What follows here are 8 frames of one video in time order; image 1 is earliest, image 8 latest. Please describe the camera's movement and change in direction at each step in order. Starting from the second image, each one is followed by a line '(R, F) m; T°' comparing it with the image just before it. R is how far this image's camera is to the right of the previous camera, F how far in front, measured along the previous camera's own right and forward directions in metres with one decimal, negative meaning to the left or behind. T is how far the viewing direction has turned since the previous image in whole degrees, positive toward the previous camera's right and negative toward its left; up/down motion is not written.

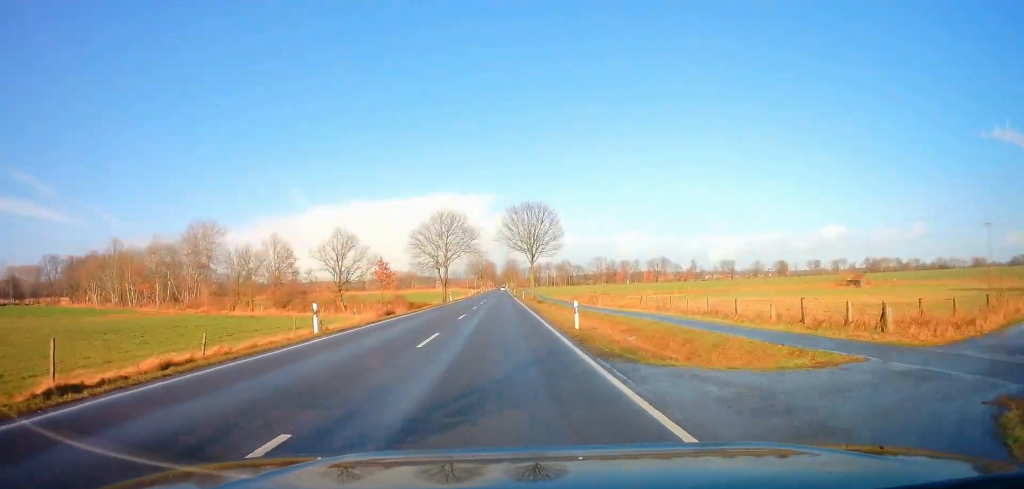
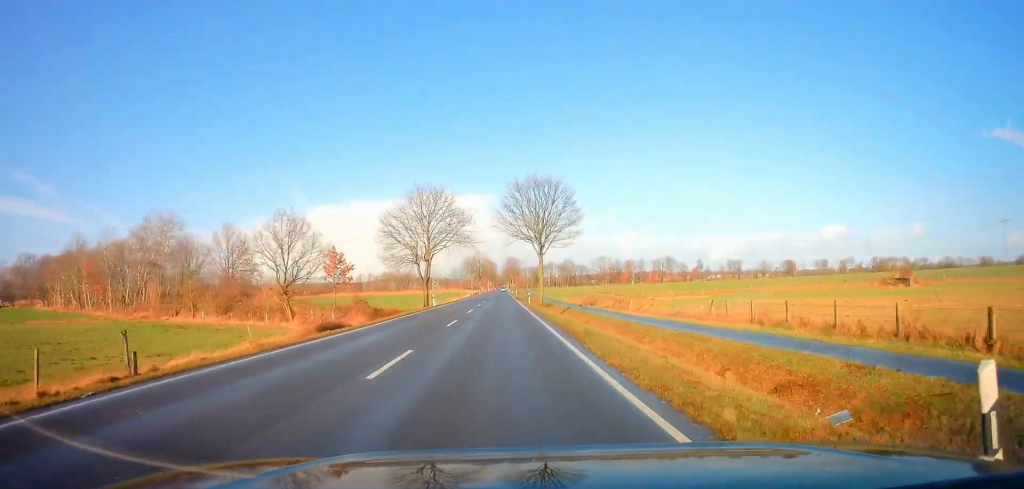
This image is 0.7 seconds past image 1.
(+0.2, +16.6) m; 0°
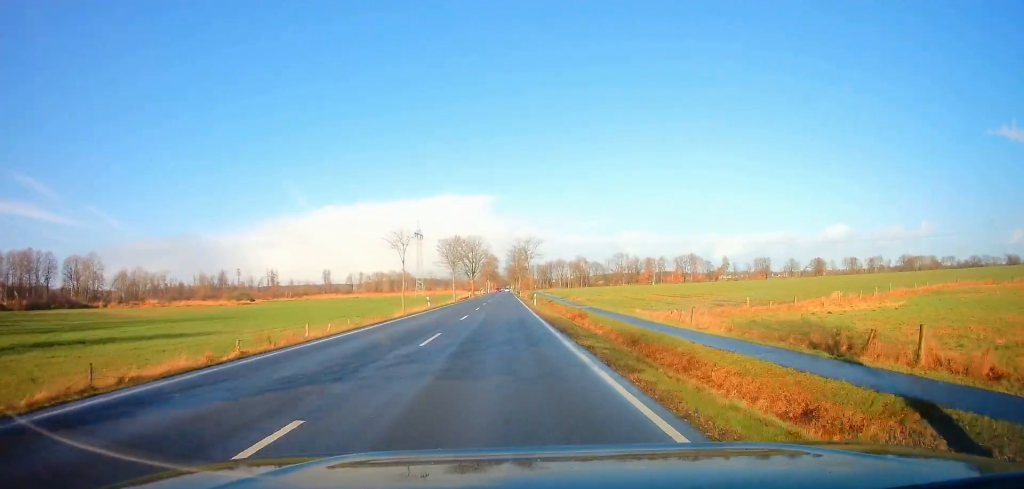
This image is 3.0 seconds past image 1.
(-0.8, +54.8) m; -1°
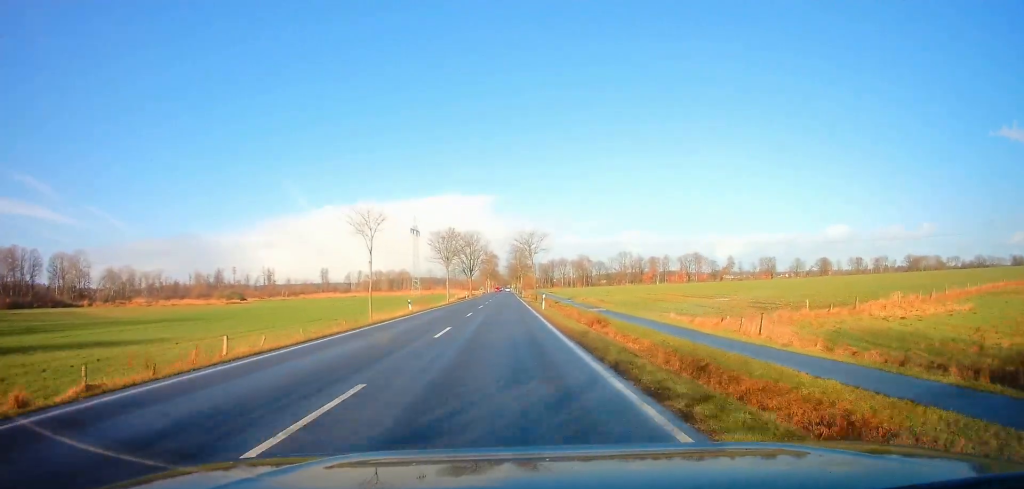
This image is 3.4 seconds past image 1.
(0.0, +9.7) m; 0°
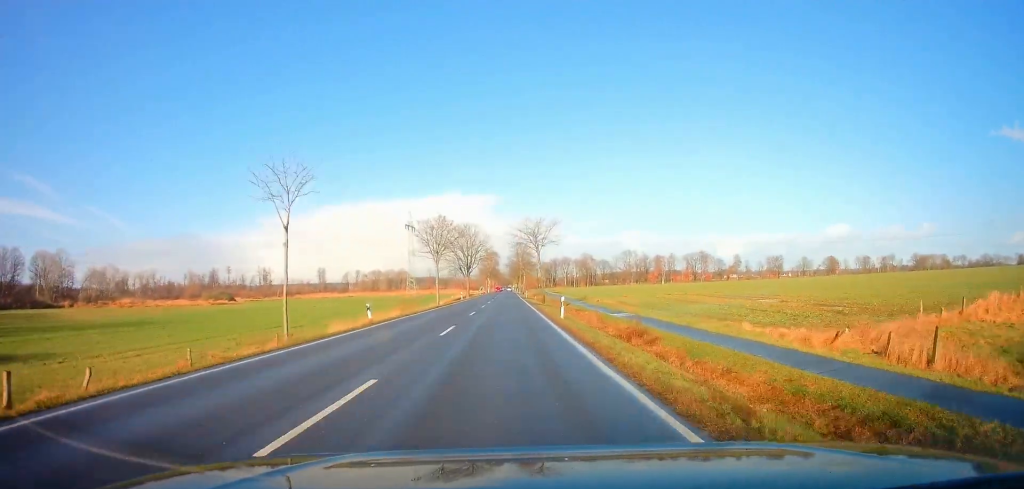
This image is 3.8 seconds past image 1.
(0.0, +11.7) m; 0°
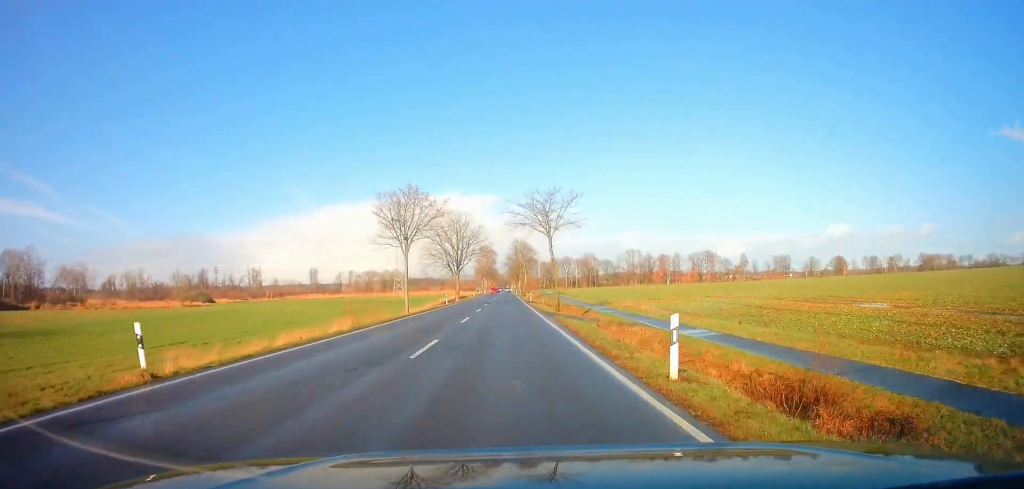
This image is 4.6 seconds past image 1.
(0.0, +17.2) m; 0°
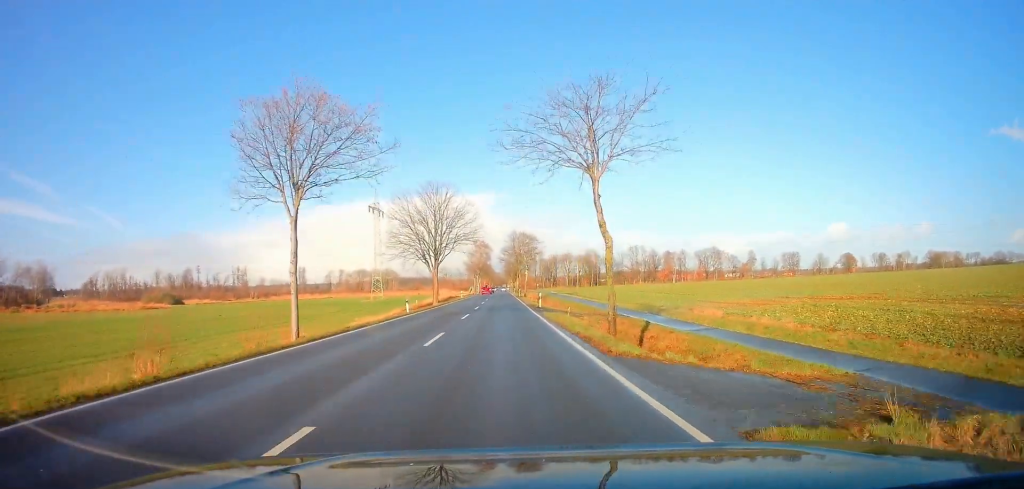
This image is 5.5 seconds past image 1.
(0.0, +21.5) m; 0°
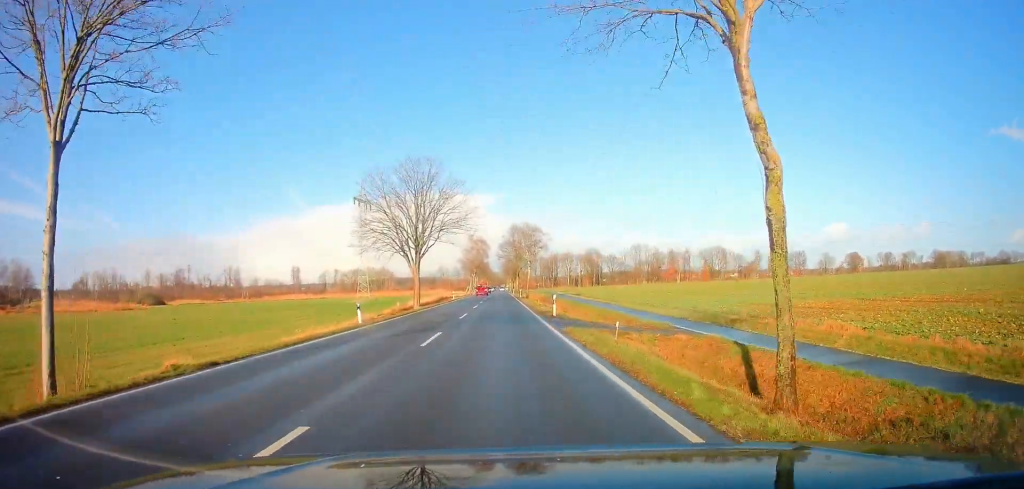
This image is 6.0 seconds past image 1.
(0.0, +12.0) m; 0°
